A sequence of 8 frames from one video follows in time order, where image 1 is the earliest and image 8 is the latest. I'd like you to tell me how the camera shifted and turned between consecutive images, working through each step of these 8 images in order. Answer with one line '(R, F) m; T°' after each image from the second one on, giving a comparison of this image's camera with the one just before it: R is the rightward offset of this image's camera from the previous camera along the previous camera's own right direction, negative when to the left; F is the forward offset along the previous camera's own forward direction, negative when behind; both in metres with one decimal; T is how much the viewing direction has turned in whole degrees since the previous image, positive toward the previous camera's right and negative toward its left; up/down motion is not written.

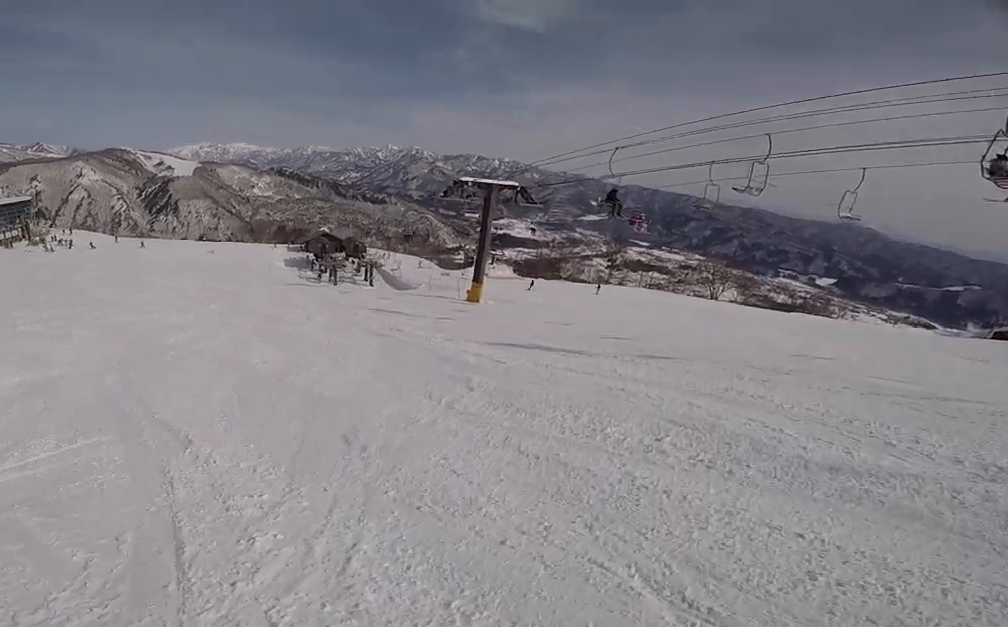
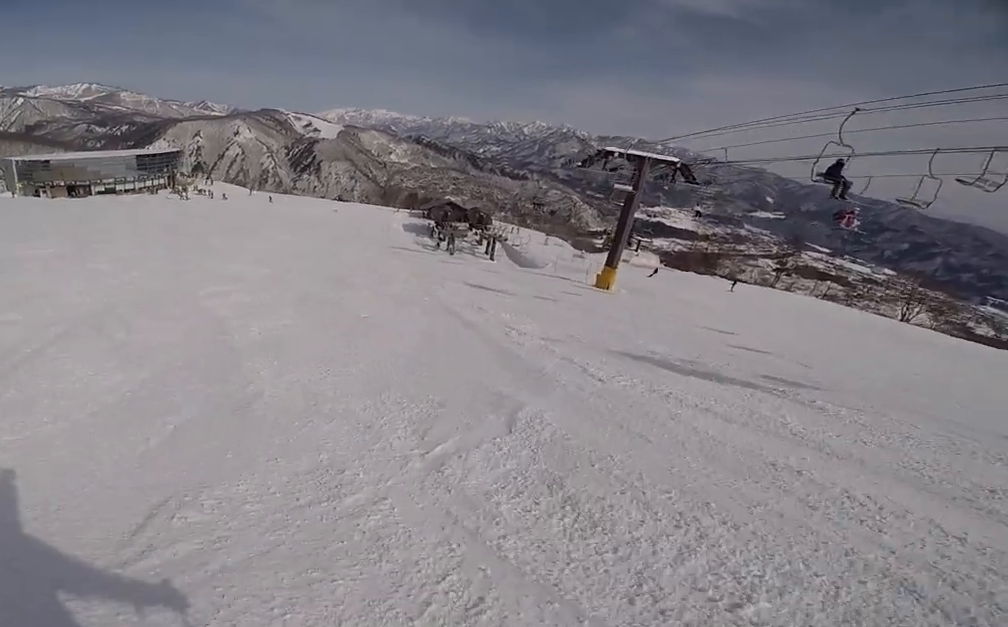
(-0.2, +3.2) m; -16°
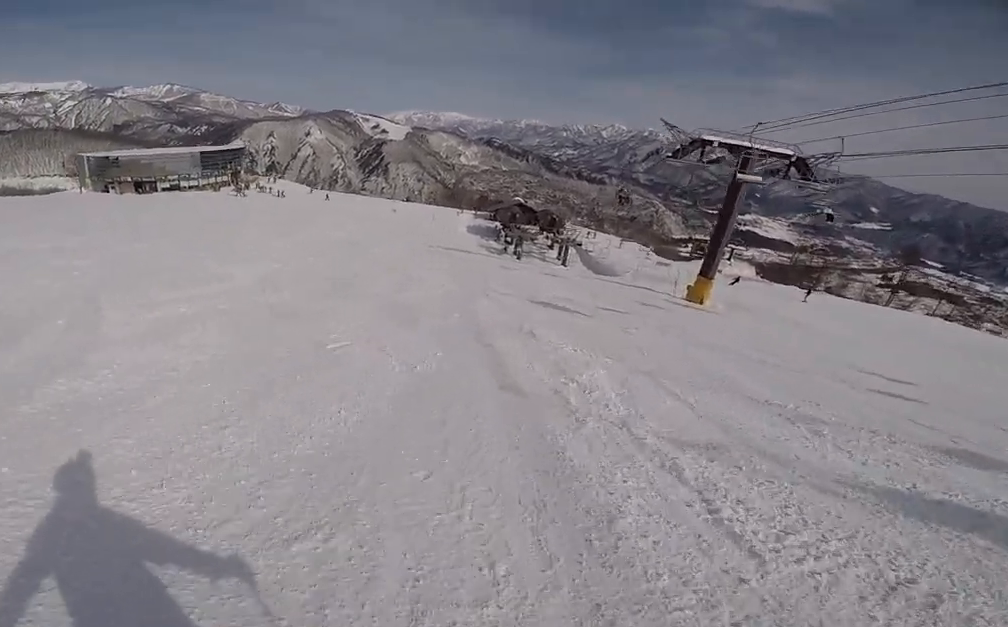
(0.0, +3.6) m; -18°
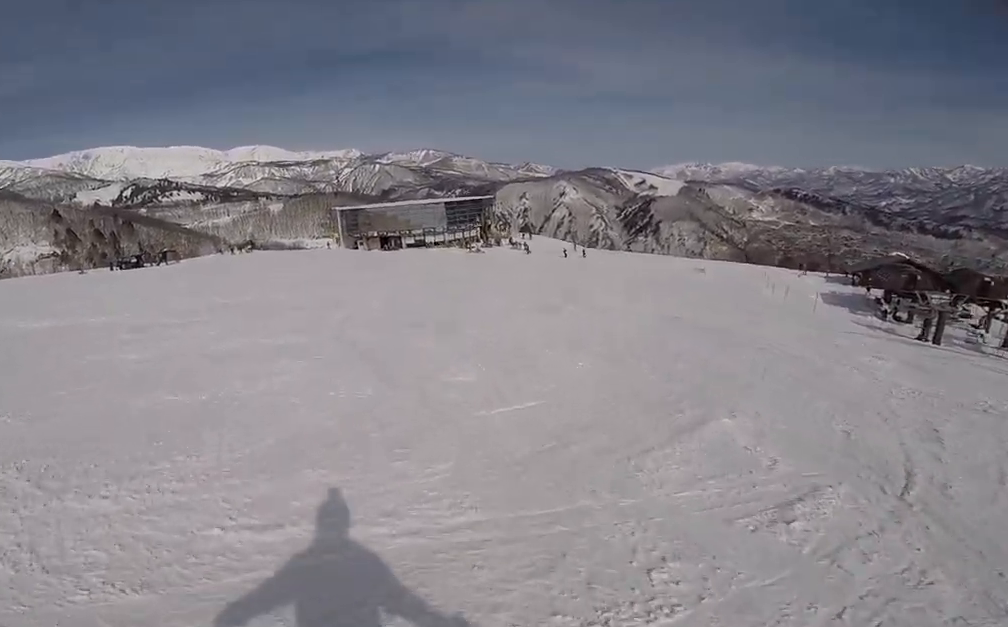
(-4.5, +14.8) m; -6°
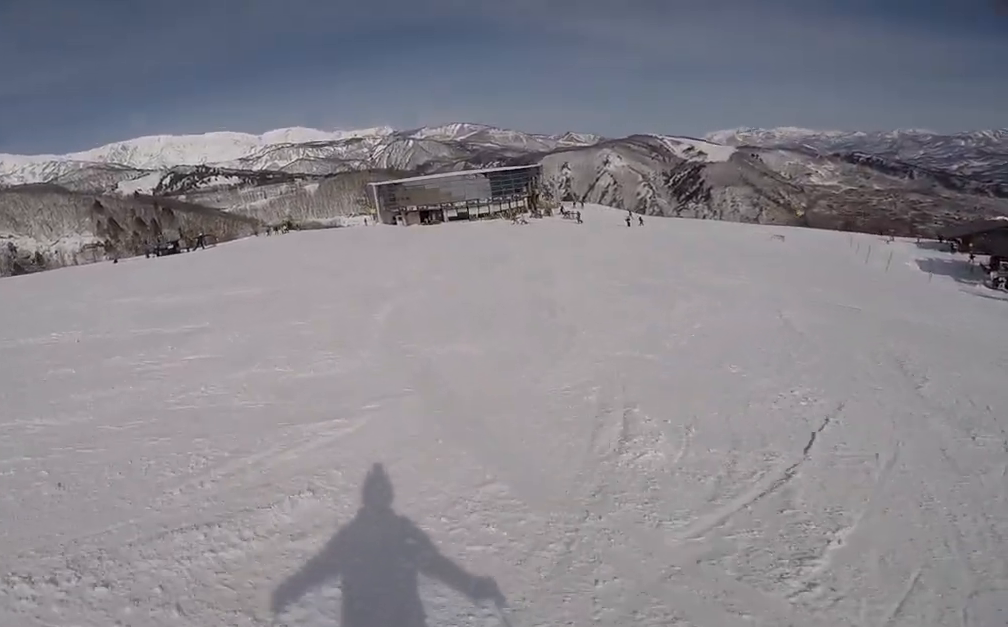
(+0.3, +3.2) m; +5°
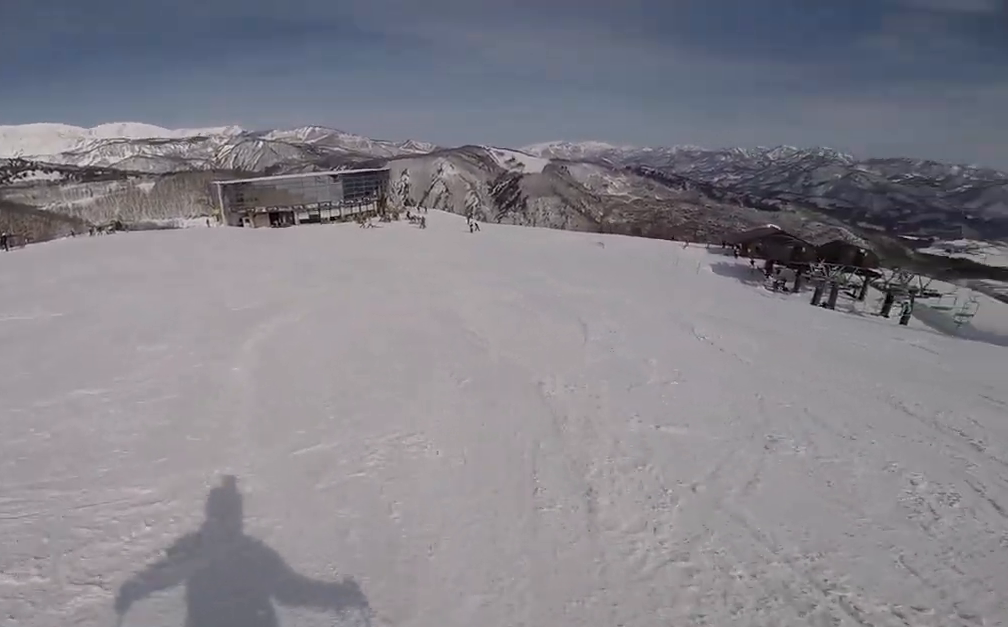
(+0.1, +3.3) m; +12°
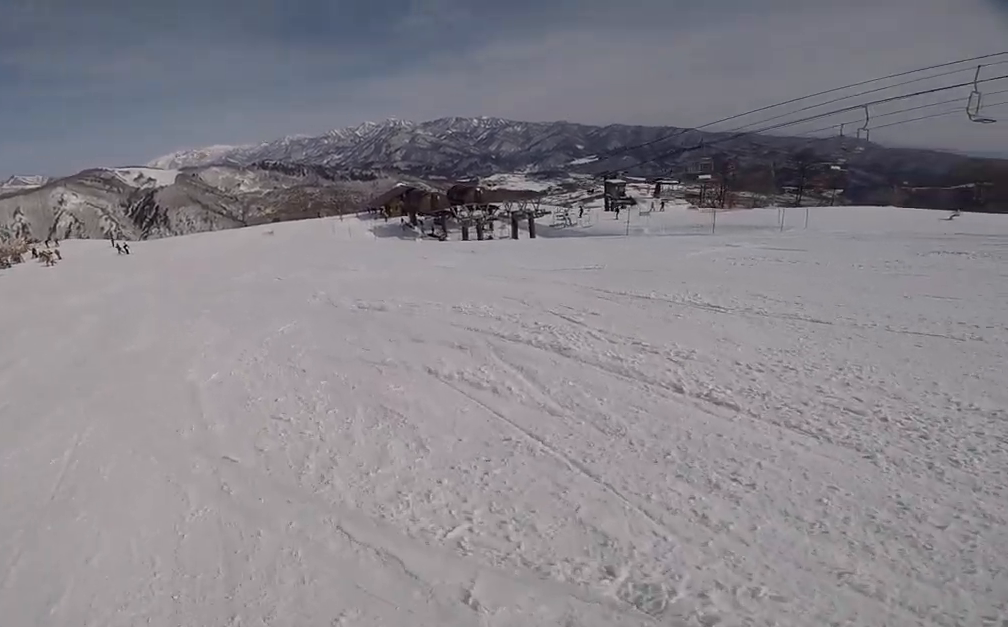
(+1.7, +6.0) m; +29°
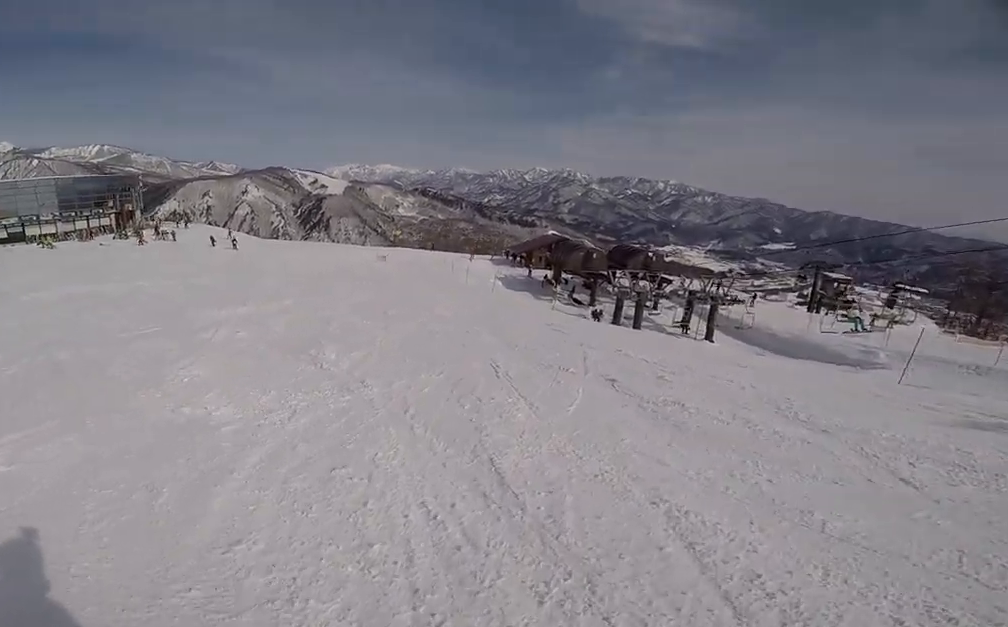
(+0.4, +10.2) m; -11°
